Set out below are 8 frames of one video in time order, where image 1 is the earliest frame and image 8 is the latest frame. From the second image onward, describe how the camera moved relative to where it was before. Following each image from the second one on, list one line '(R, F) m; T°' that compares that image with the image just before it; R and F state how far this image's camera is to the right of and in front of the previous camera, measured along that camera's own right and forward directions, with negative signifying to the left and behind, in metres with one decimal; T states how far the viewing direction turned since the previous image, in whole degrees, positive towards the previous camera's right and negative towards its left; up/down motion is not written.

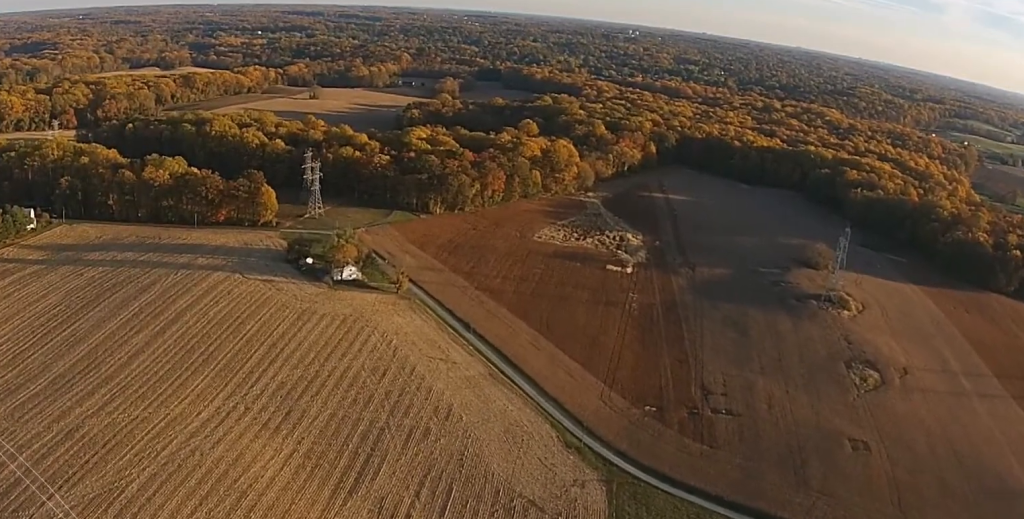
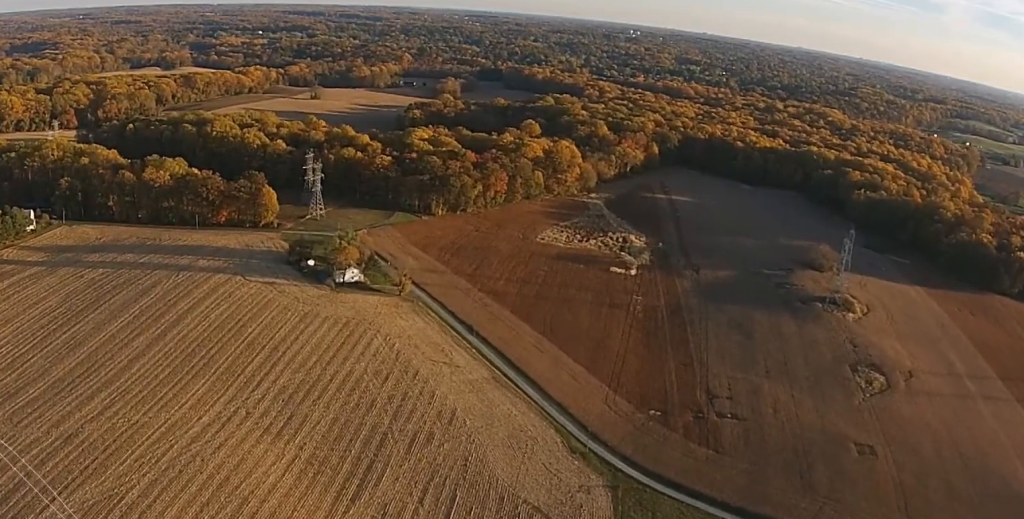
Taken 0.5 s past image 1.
(+0.1, +3.2) m; 0°
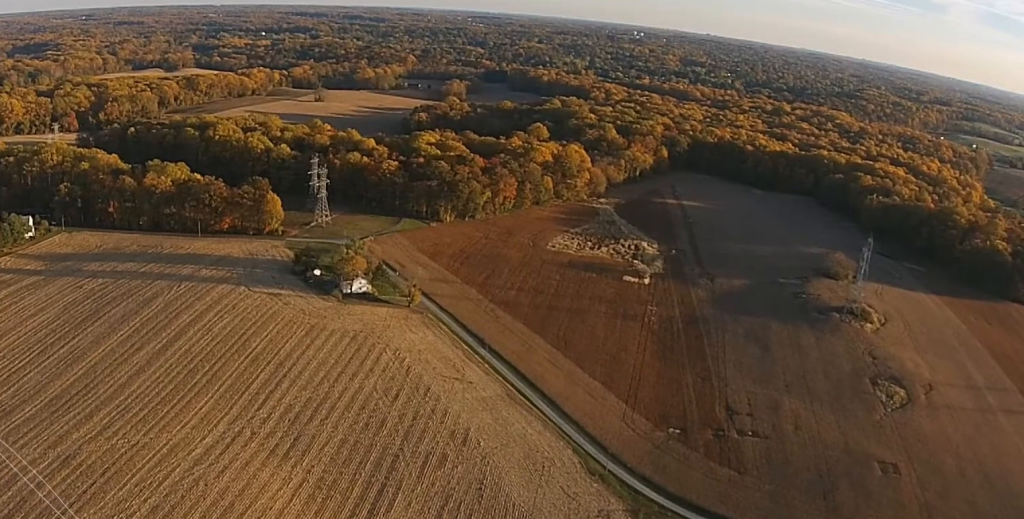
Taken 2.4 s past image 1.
(-0.4, +12.8) m; -3°
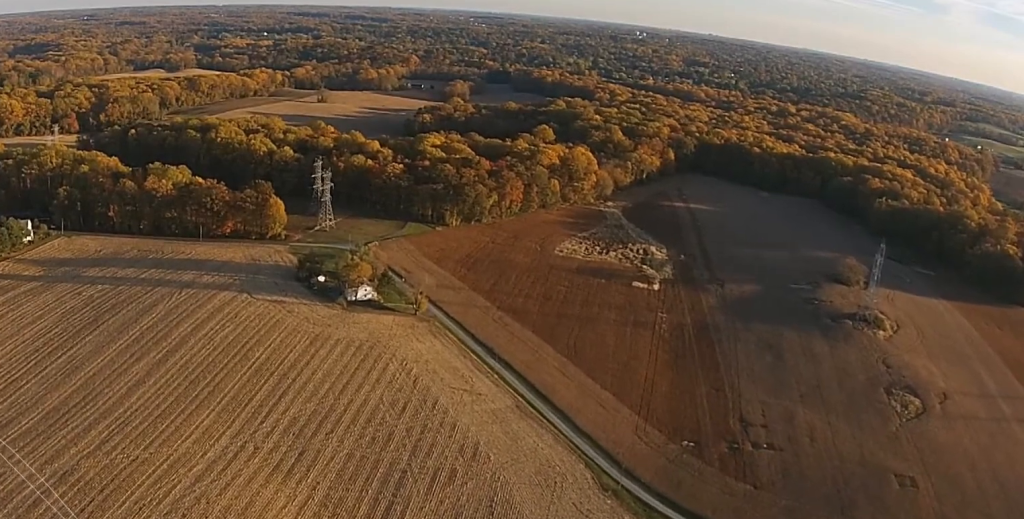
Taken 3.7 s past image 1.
(+0.3, +9.2) m; +1°
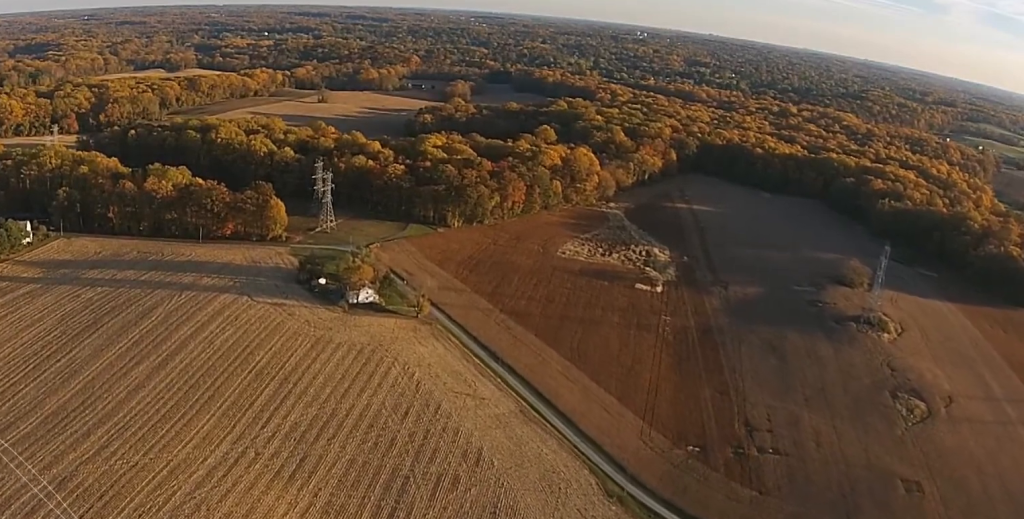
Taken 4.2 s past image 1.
(0.0, +3.5) m; 0°
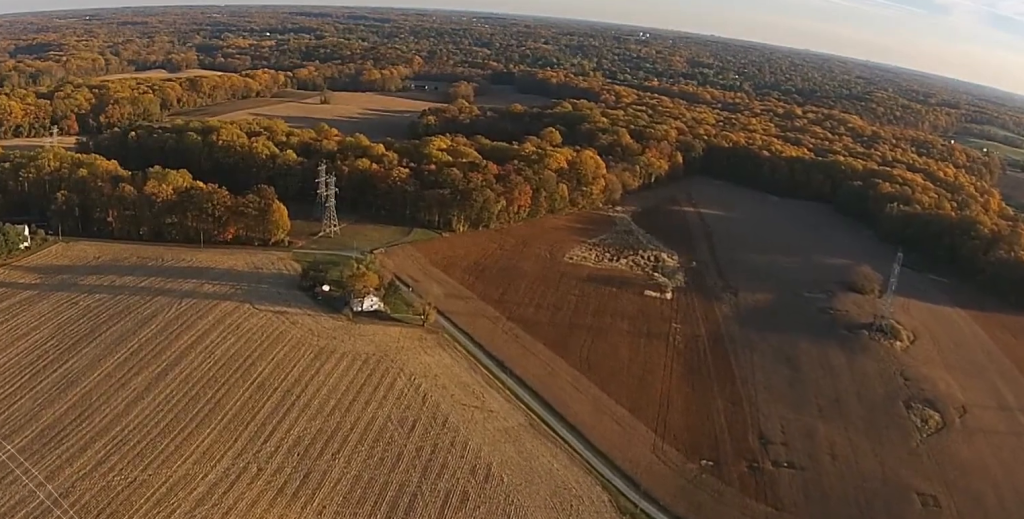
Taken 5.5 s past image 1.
(-0.1, +9.3) m; -1°
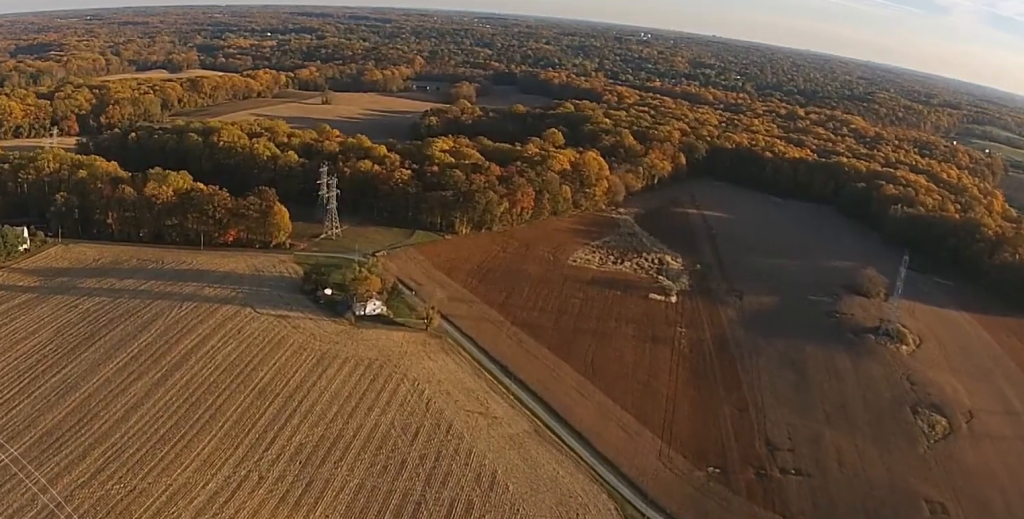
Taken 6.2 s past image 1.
(0.0, +4.4) m; 0°
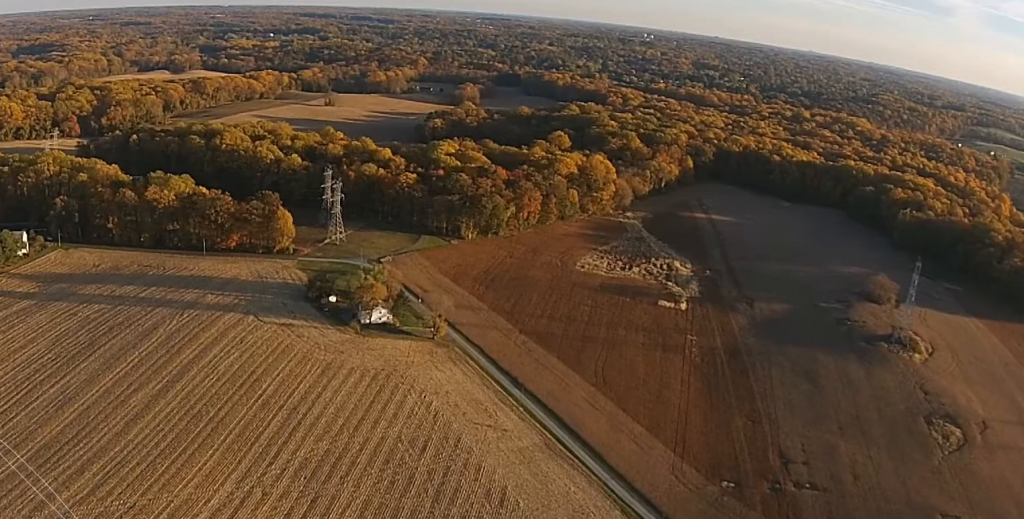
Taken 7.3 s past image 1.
(0.0, +8.2) m; 0°
